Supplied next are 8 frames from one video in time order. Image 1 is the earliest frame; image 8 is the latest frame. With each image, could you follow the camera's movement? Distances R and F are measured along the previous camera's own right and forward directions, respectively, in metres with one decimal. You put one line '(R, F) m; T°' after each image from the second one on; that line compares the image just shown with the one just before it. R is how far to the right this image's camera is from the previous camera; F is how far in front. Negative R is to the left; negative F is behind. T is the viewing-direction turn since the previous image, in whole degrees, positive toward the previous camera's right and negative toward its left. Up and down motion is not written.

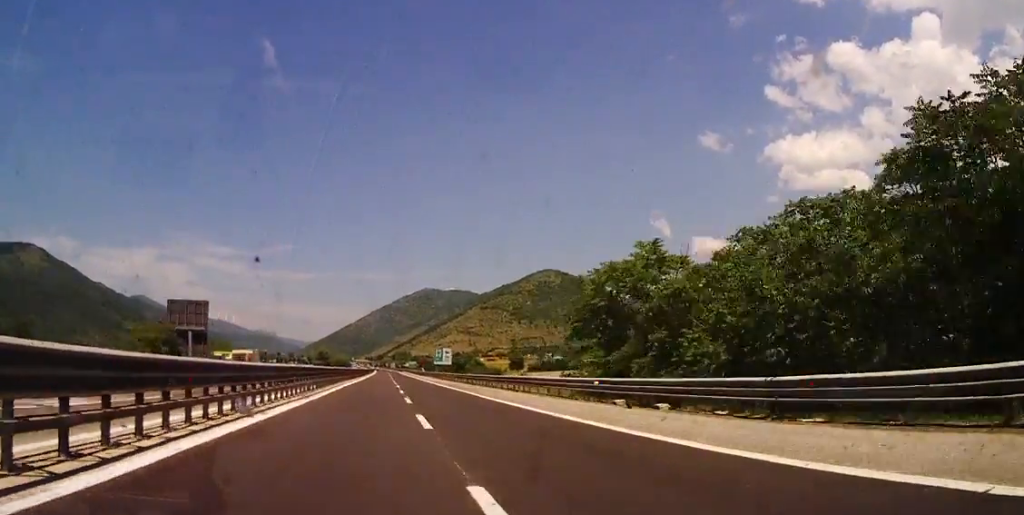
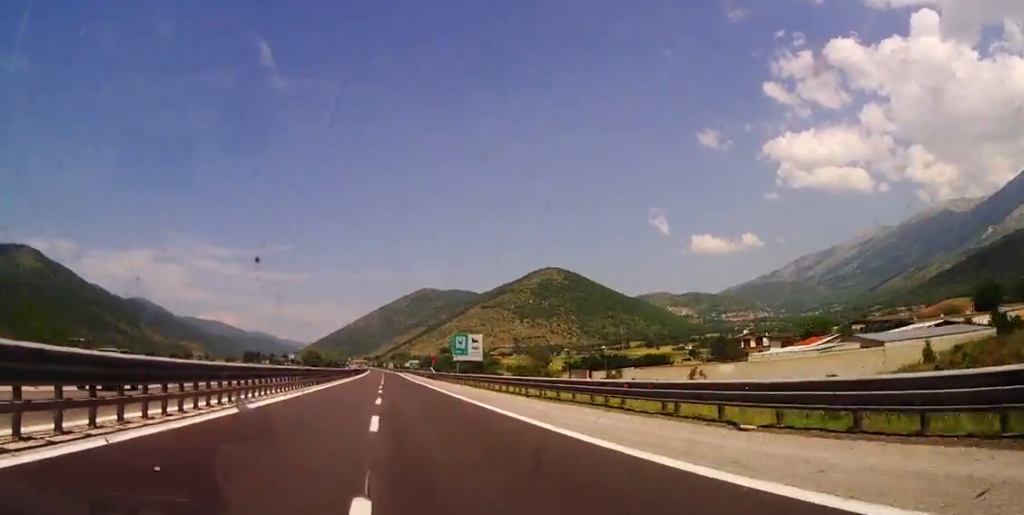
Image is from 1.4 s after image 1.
(0.0, +48.0) m; 0°
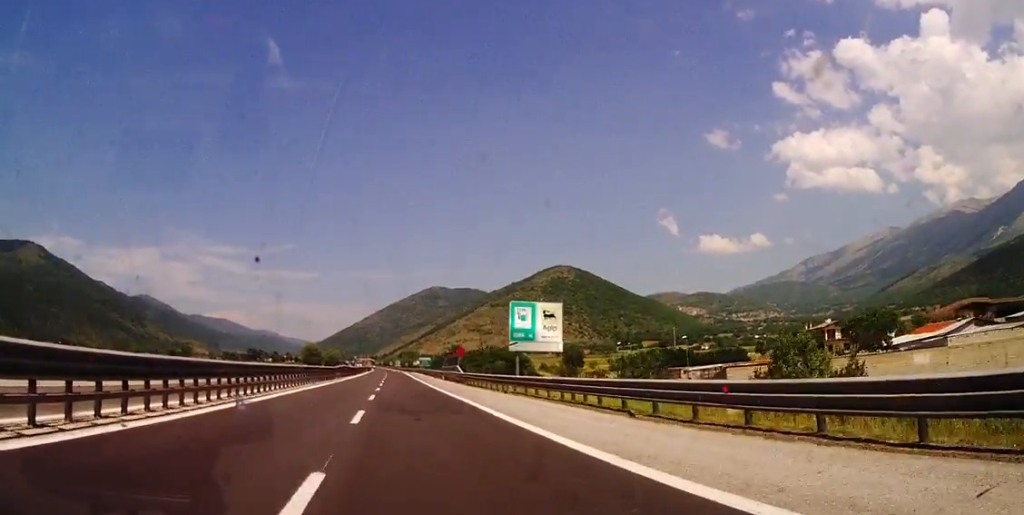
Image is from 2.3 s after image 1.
(+0.3, +34.0) m; 0°
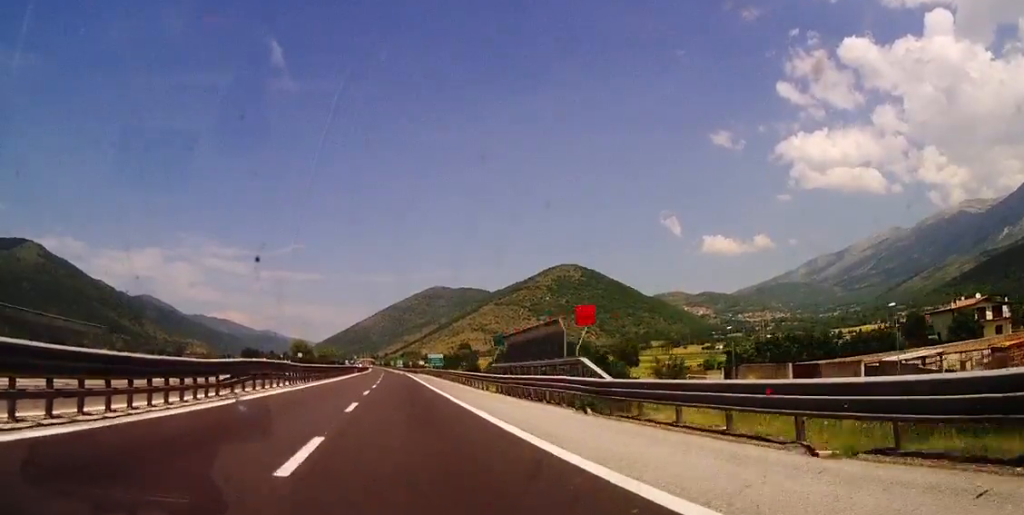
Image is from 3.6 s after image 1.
(-0.4, +43.4) m; 0°
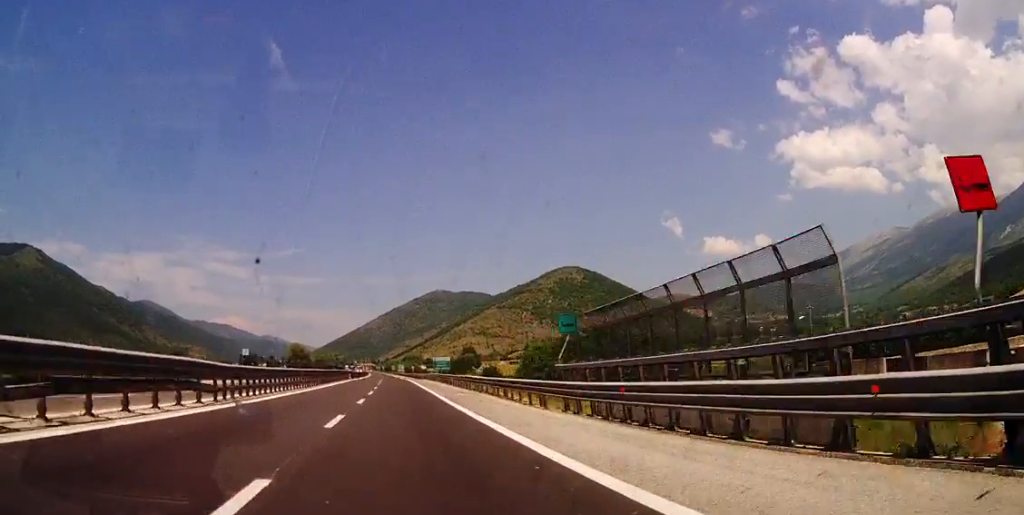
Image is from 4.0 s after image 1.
(+0.1, +16.4) m; 0°
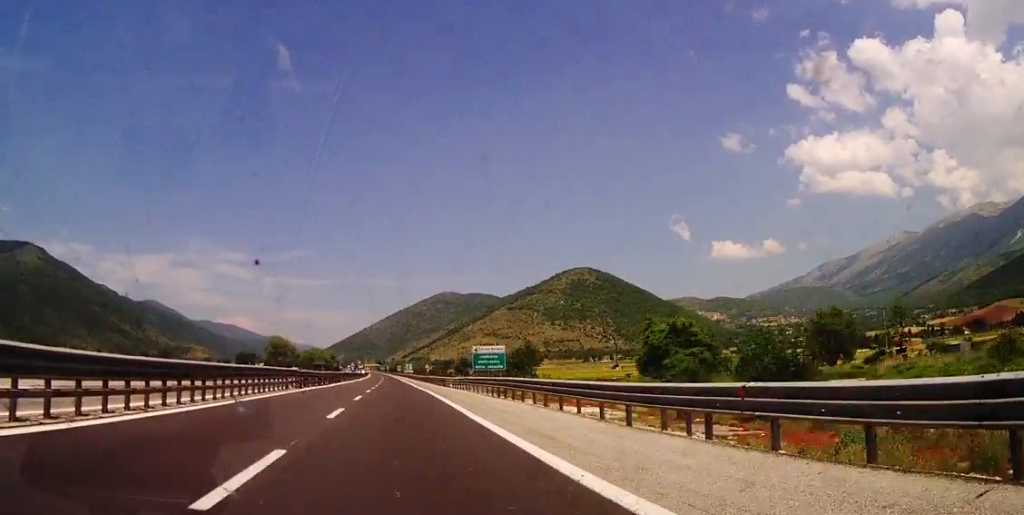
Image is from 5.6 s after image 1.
(+0.1, +55.6) m; 0°
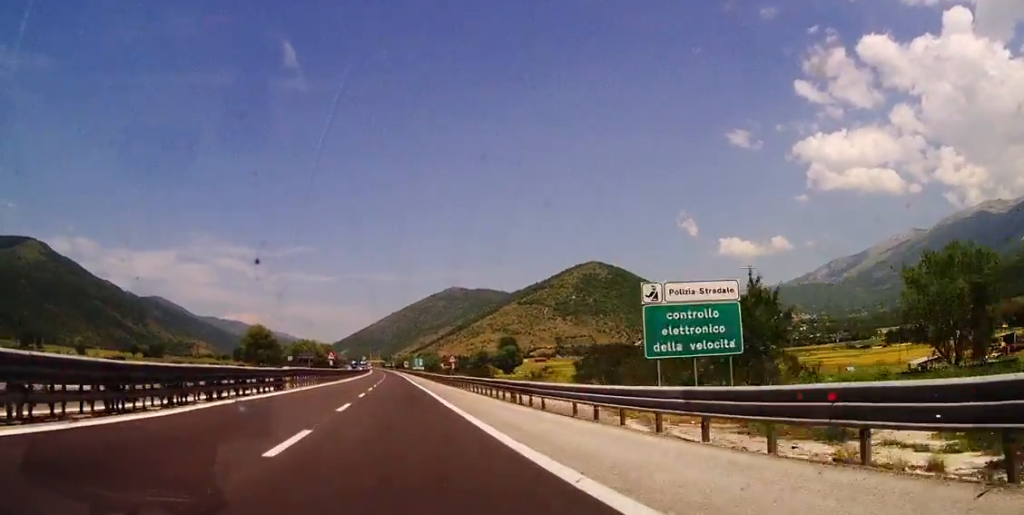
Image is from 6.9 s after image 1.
(-0.6, +42.8) m; -1°
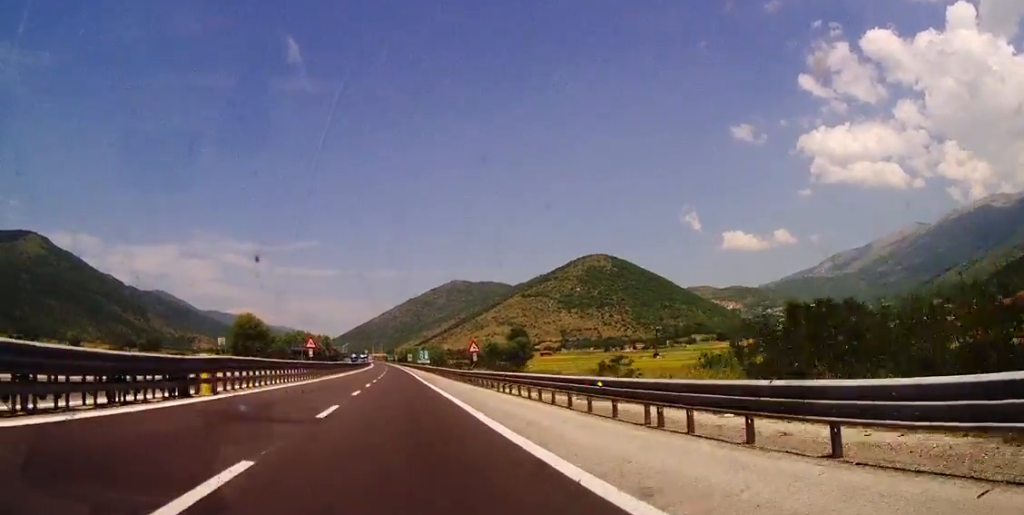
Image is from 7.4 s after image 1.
(-0.1, +17.4) m; 0°
